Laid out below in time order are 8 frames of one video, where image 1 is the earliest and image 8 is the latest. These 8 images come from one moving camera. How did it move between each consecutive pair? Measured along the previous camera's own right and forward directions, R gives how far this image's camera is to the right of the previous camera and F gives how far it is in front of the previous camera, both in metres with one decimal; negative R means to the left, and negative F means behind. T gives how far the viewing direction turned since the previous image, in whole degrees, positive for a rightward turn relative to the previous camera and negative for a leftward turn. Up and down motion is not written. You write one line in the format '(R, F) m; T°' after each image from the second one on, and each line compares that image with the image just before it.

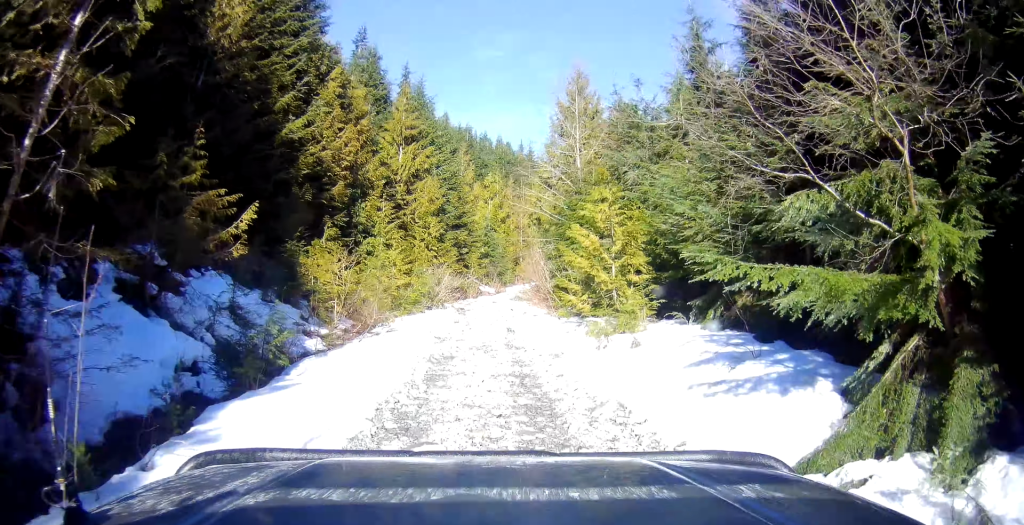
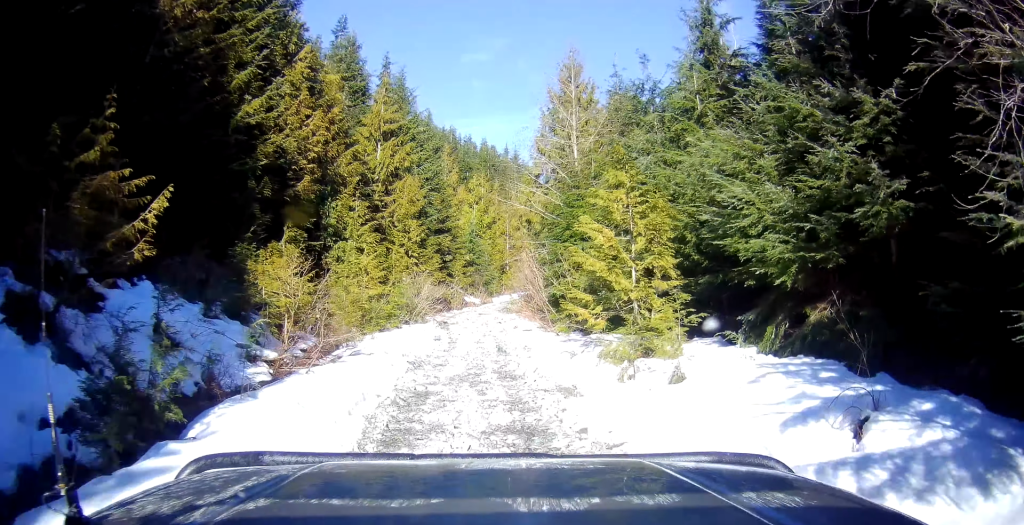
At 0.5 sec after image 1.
(-0.1, +3.7) m; -1°
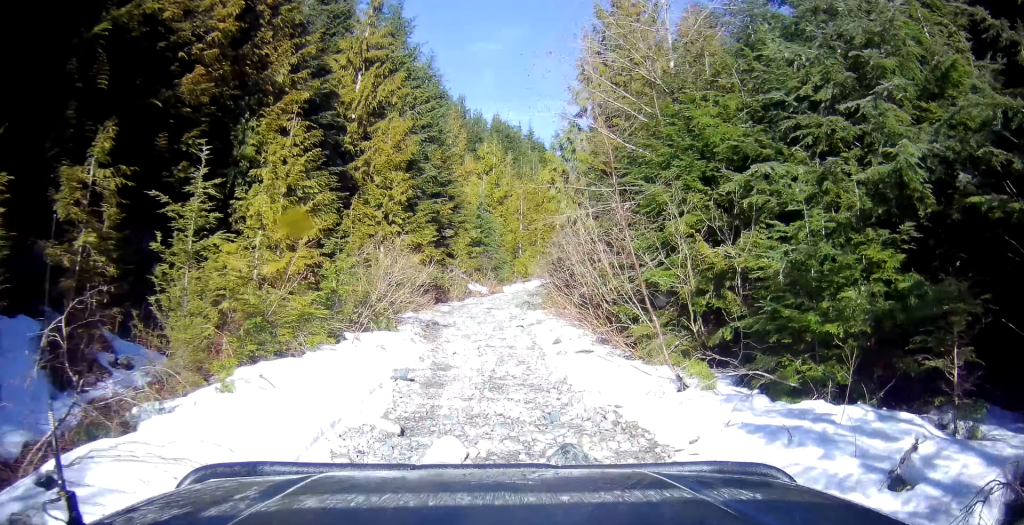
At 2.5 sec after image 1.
(+0.1, +12.0) m; -8°
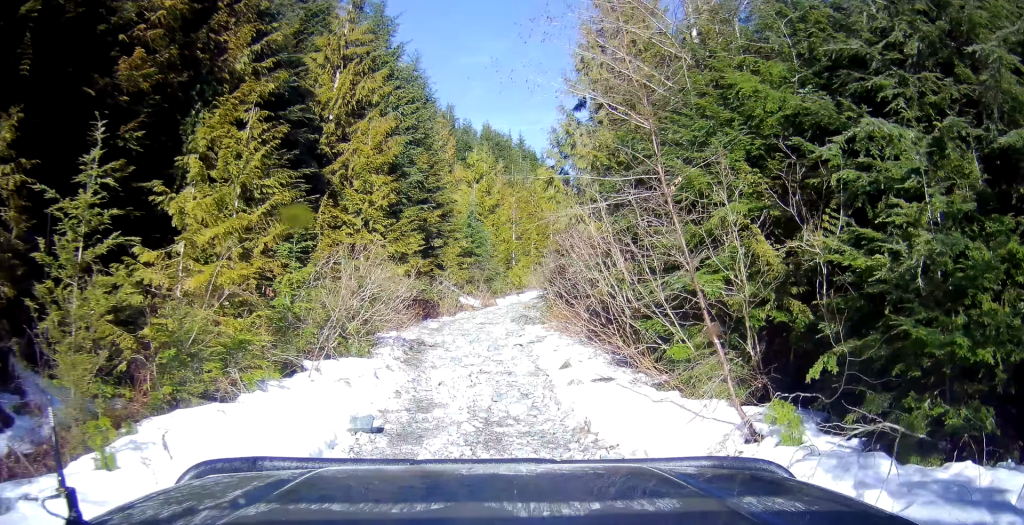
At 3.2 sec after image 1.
(-0.3, +3.0) m; -10°
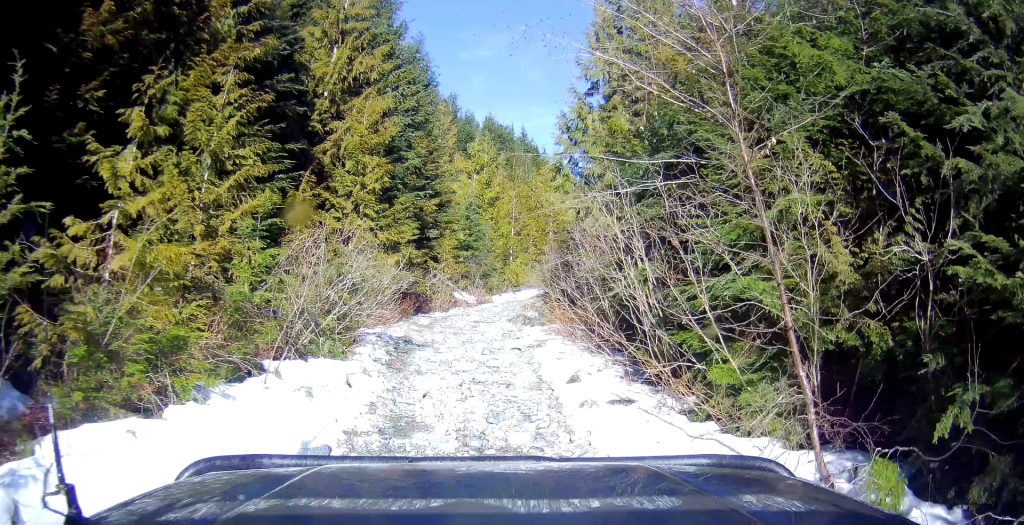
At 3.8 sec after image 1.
(-0.3, +2.3) m; -4°
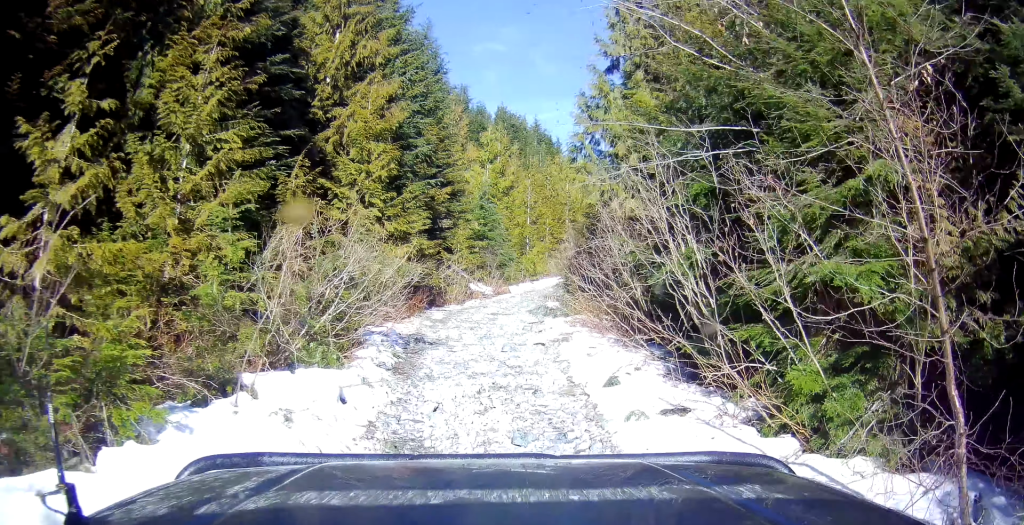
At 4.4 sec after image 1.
(-0.2, +2.0) m; -2°
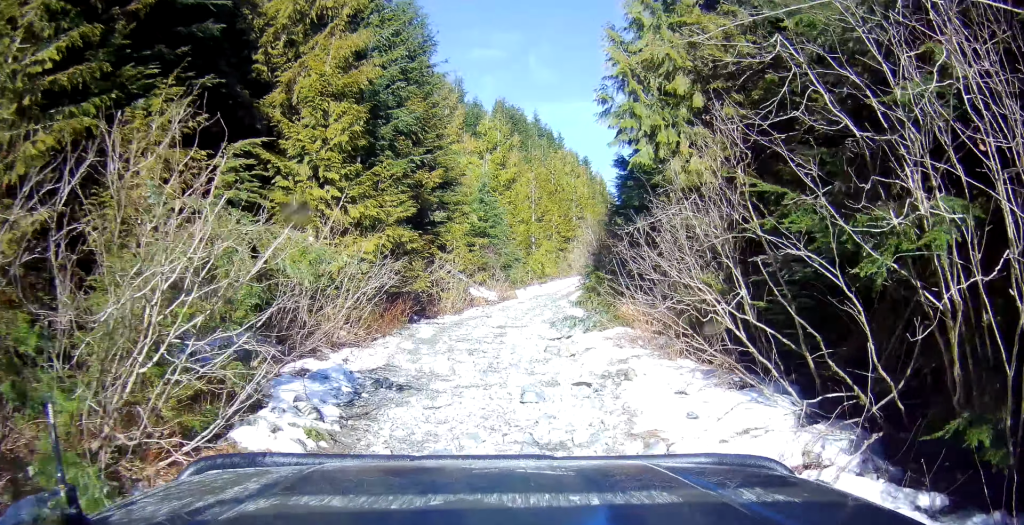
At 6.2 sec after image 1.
(-0.2, +5.1) m; 0°
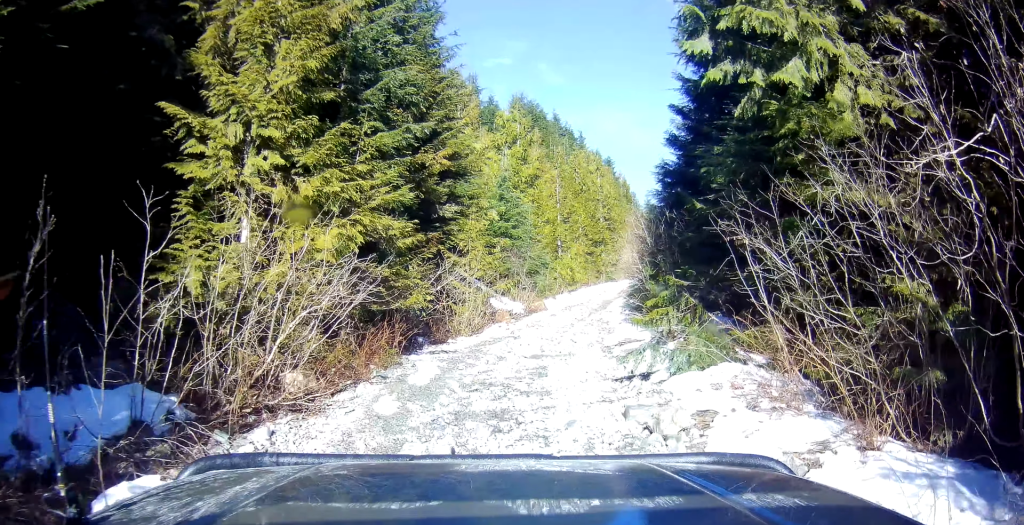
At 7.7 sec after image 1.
(+0.9, +4.6) m; +17°
